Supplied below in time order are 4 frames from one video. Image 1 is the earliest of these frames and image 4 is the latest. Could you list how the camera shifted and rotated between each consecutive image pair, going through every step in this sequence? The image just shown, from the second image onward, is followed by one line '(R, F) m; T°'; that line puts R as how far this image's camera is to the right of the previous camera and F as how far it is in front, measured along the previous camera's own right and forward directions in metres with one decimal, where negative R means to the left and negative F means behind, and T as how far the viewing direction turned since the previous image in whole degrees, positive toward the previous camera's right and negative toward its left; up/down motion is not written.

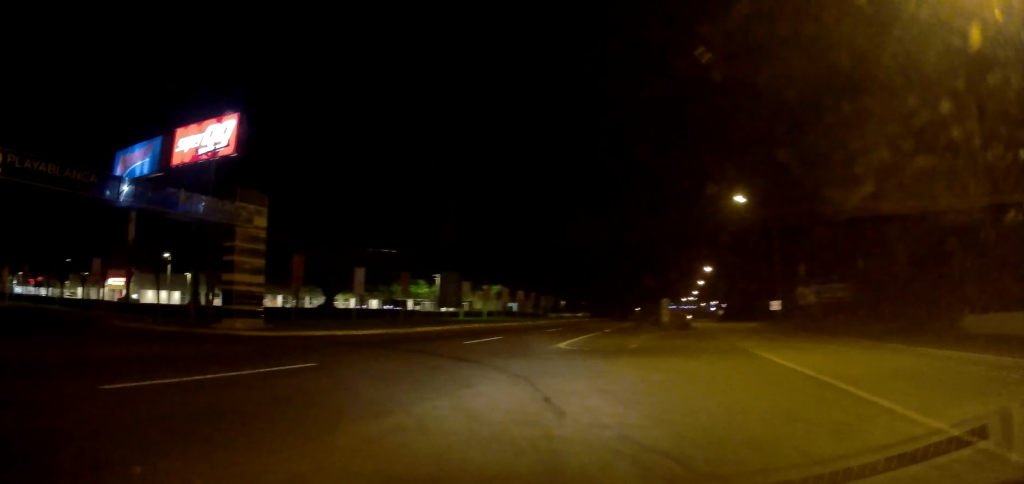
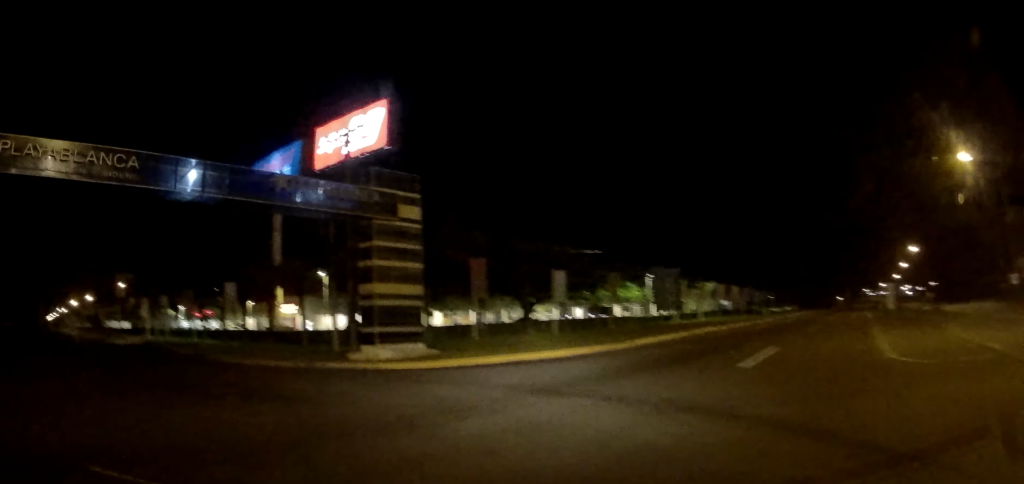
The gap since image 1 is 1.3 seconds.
(-1.7, +9.0) m; -19°
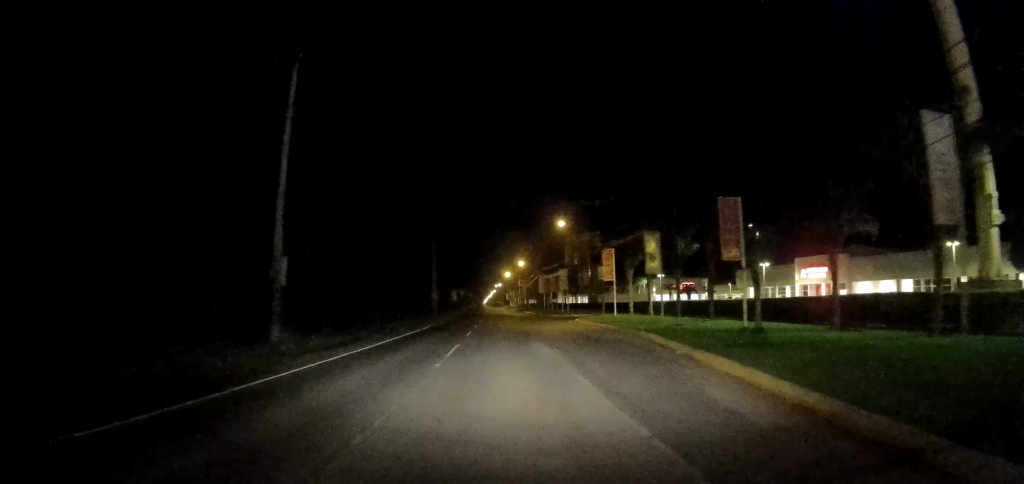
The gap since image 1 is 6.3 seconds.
(-17.4, +31.8) m; -38°
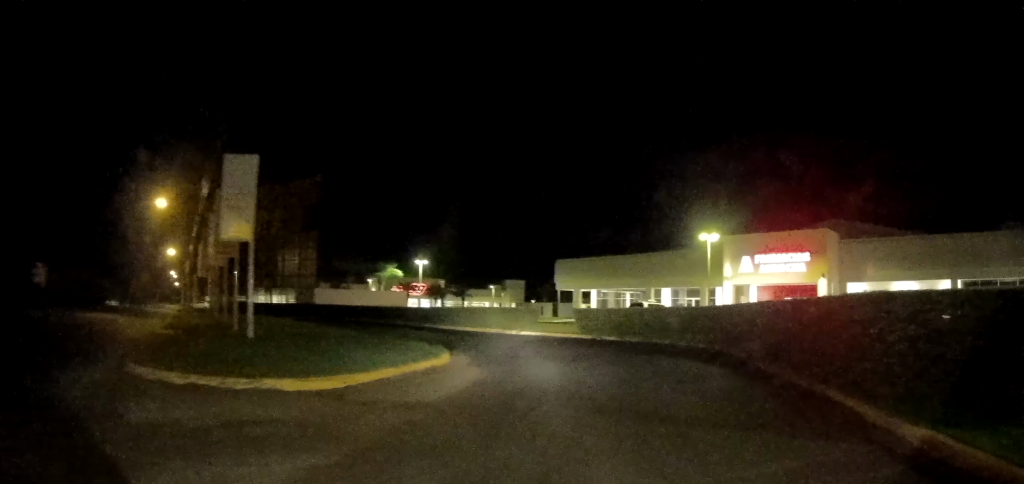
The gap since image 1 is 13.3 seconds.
(+4.1, +50.5) m; +20°
